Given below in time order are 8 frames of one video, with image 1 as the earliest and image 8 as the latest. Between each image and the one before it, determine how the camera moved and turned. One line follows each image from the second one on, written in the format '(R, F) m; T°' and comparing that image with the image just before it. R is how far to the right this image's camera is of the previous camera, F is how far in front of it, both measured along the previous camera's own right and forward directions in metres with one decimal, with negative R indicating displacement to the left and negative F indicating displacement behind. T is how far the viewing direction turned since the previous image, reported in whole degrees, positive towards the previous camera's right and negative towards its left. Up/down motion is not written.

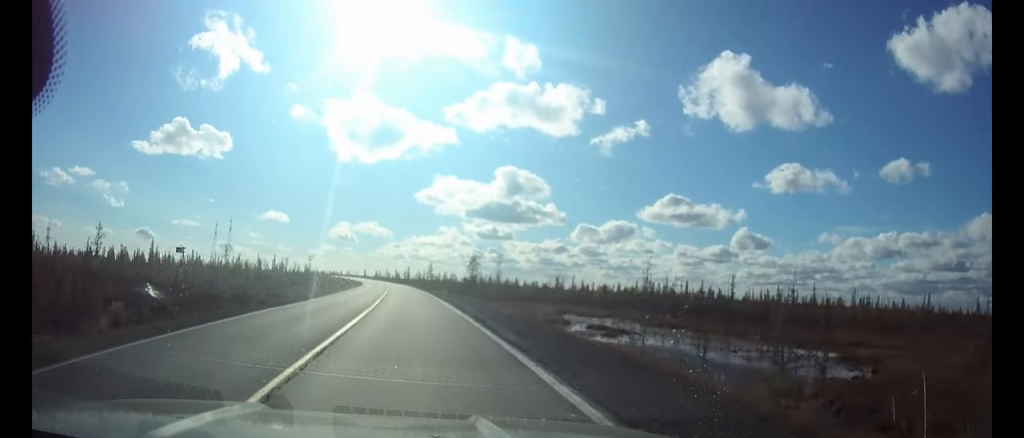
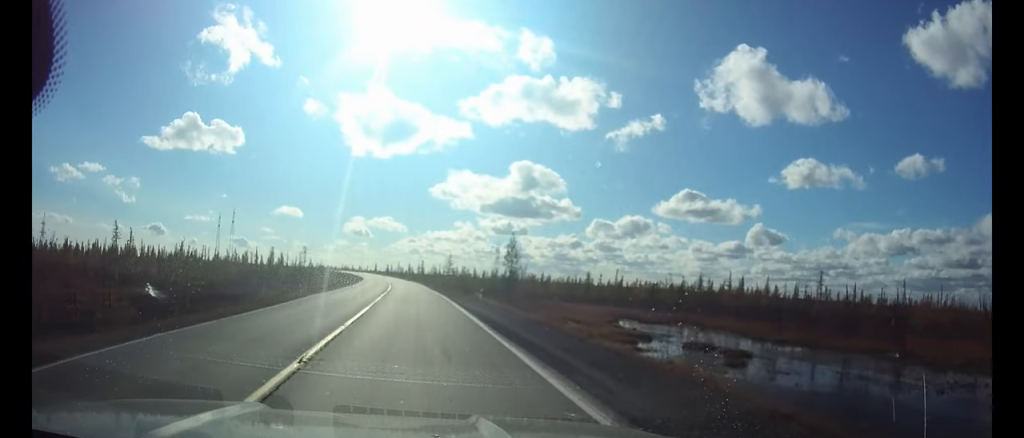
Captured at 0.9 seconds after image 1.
(-0.3, +28.1) m; -1°
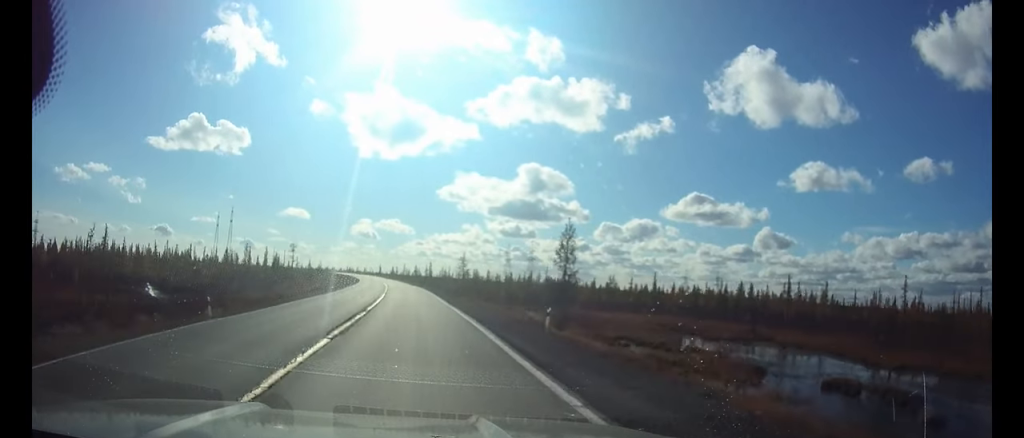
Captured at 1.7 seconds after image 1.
(-0.3, +22.7) m; -1°
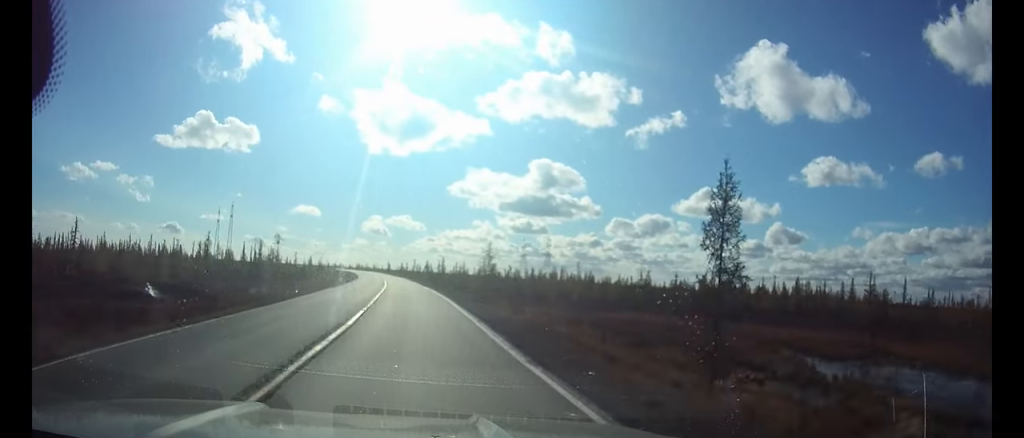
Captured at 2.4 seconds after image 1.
(-0.2, +22.1) m; -1°
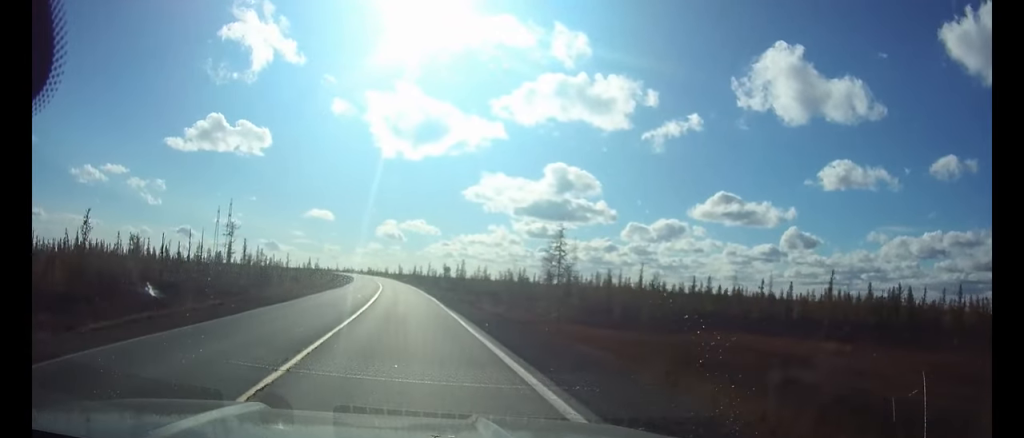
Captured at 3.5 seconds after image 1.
(-0.2, +31.9) m; -2°
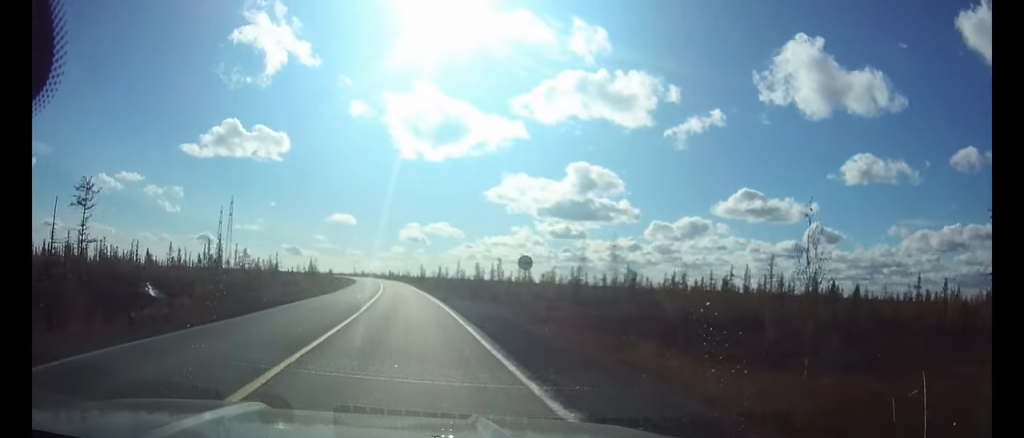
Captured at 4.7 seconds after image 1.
(-1.0, +35.4) m; -3°
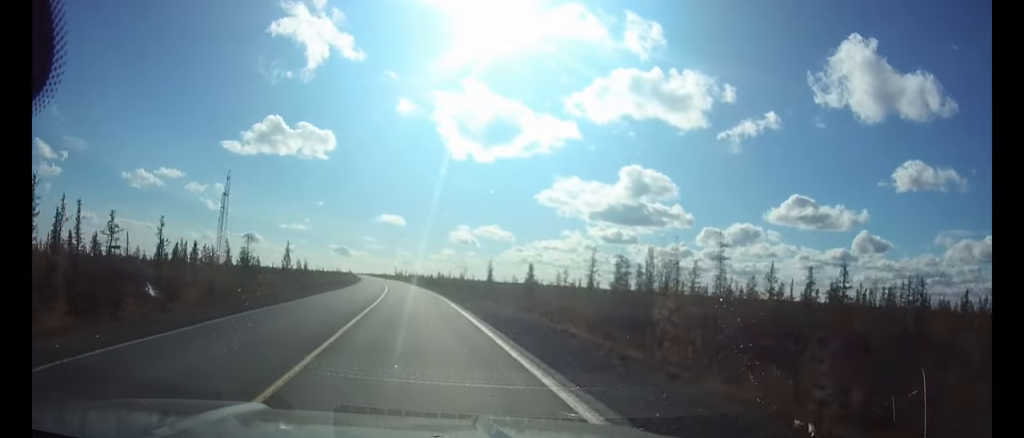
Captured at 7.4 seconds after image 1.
(-3.0, +79.1) m; -4°
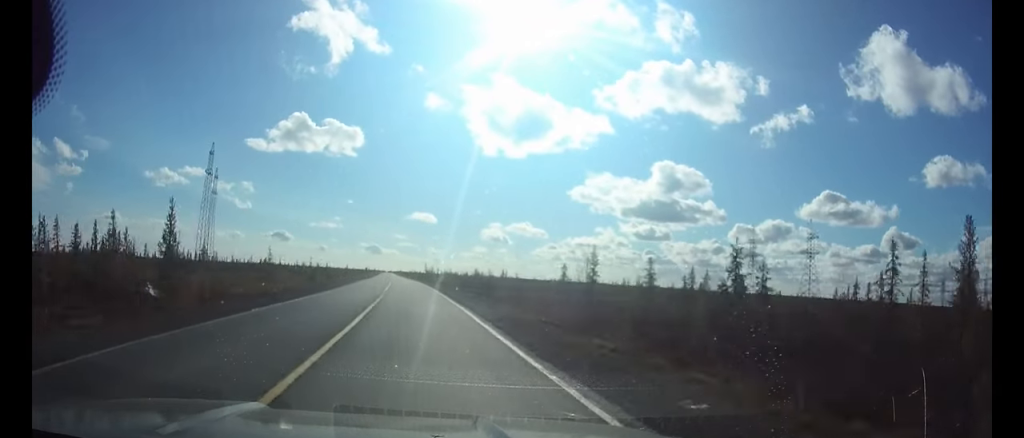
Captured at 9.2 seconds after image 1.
(-1.4, +50.7) m; -3°
